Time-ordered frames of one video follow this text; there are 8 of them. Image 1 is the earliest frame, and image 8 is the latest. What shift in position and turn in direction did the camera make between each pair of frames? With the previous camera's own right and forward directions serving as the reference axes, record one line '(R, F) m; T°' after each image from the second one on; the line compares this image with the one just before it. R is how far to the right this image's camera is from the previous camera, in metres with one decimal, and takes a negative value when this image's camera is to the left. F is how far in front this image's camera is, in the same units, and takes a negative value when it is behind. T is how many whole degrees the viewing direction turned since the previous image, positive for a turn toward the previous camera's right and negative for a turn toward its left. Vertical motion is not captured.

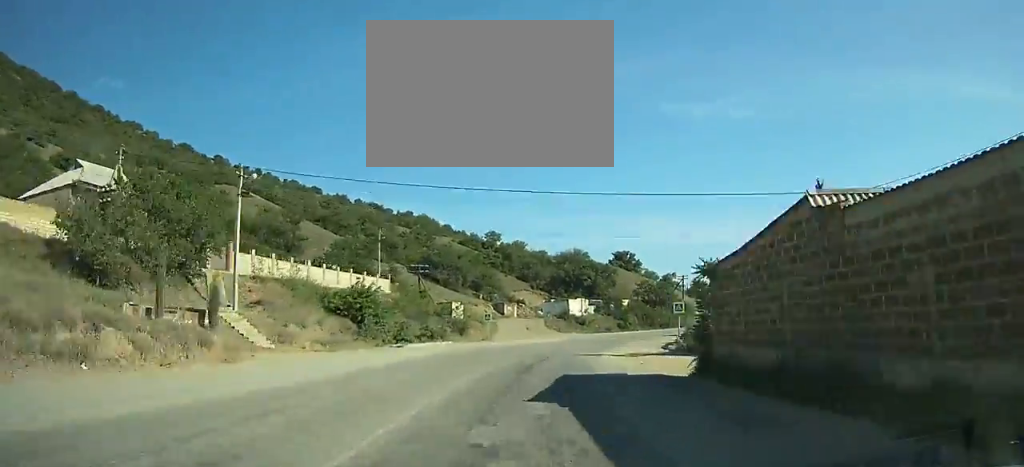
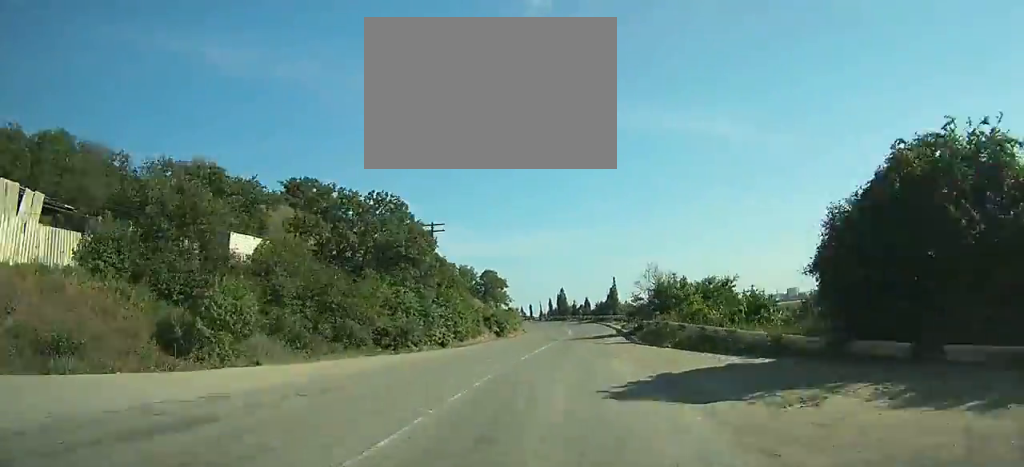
(+16.3, +76.7) m; +22°
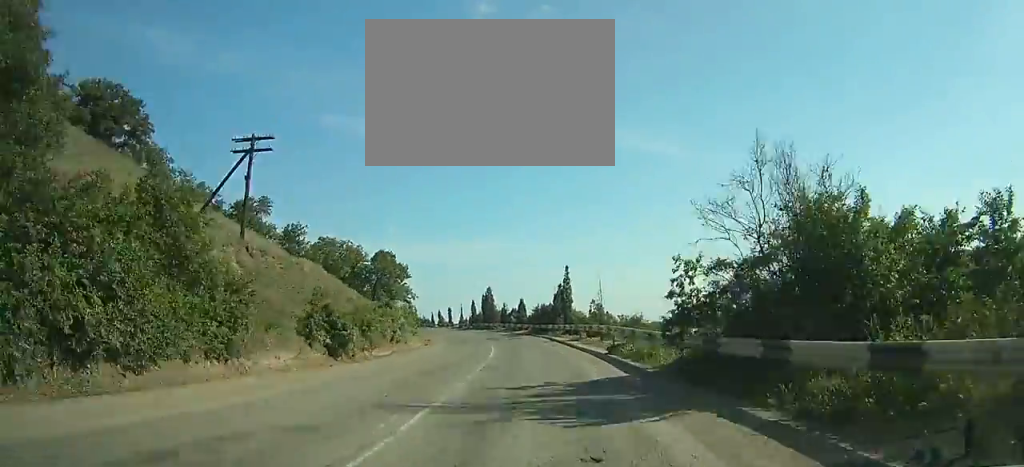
(+1.2, +27.1) m; +2°
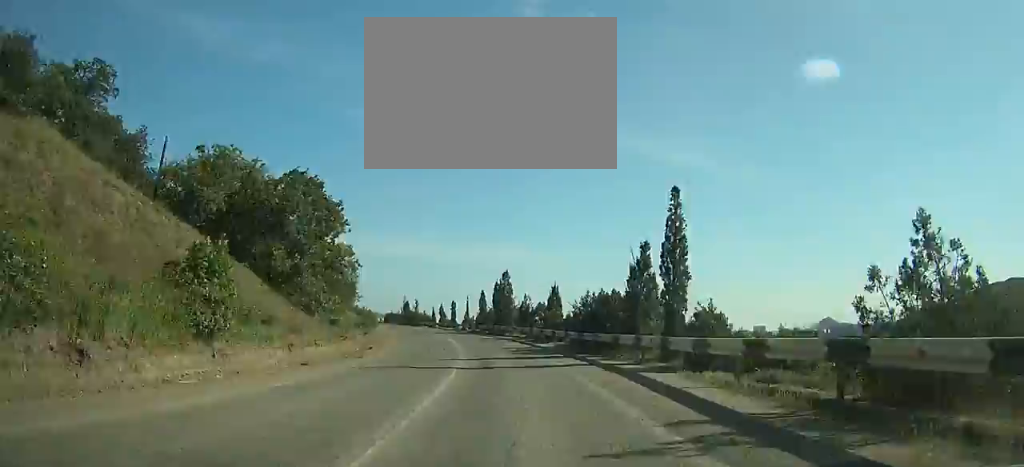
(+0.1, +31.0) m; -1°
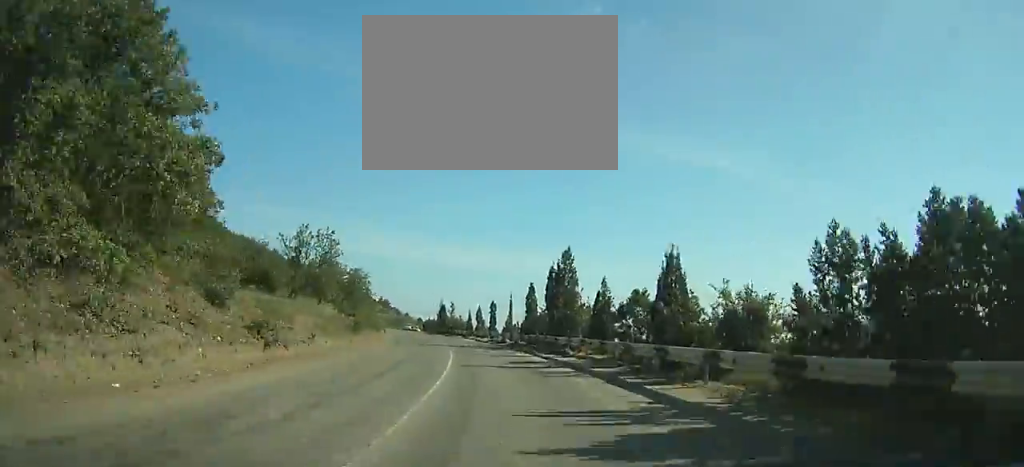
(0.0, +24.1) m; -2°
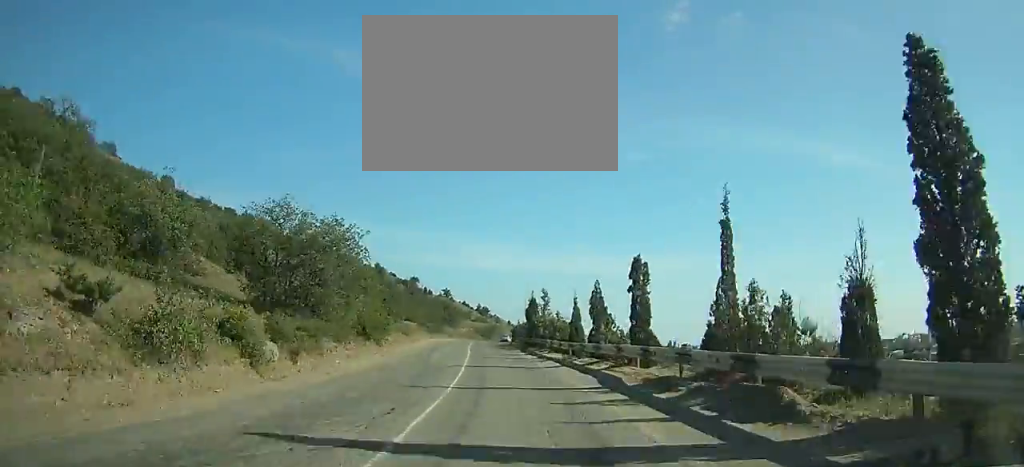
(-1.4, +40.2) m; -6°
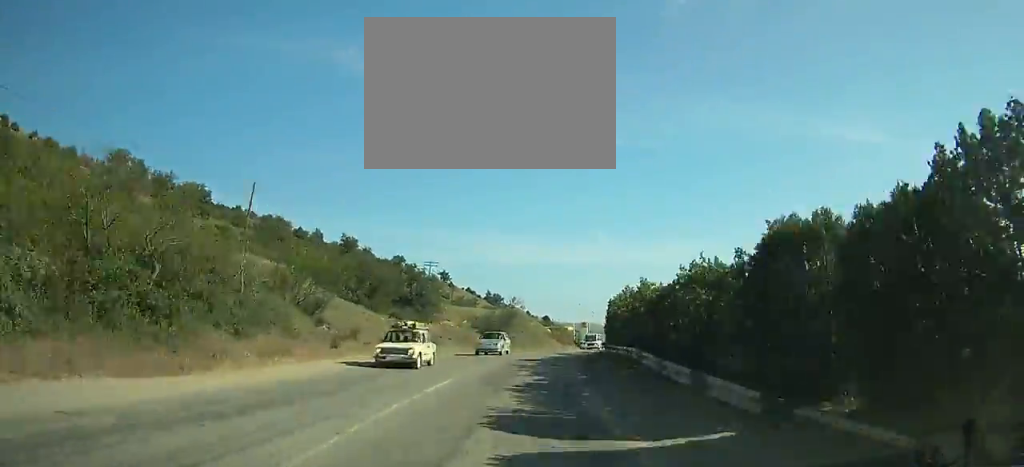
(-8.6, +80.4) m; -4°
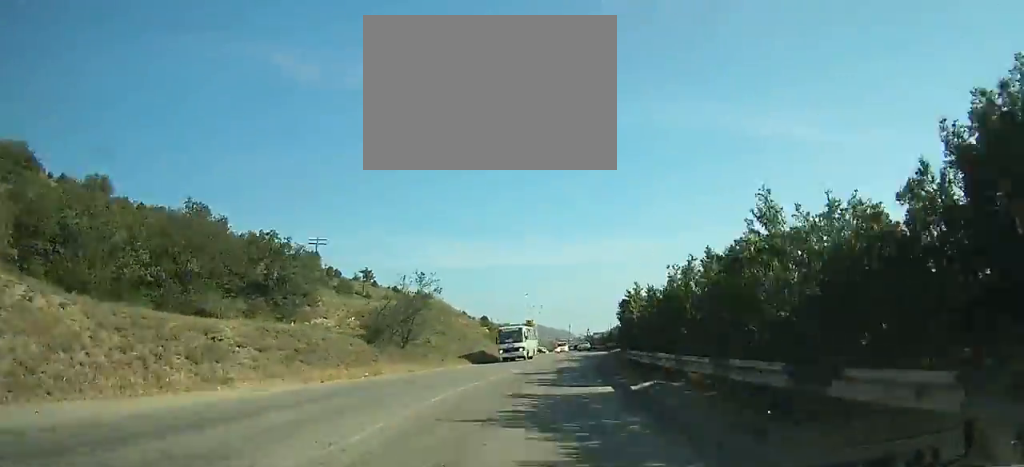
(+1.4, +28.7) m; +6°
